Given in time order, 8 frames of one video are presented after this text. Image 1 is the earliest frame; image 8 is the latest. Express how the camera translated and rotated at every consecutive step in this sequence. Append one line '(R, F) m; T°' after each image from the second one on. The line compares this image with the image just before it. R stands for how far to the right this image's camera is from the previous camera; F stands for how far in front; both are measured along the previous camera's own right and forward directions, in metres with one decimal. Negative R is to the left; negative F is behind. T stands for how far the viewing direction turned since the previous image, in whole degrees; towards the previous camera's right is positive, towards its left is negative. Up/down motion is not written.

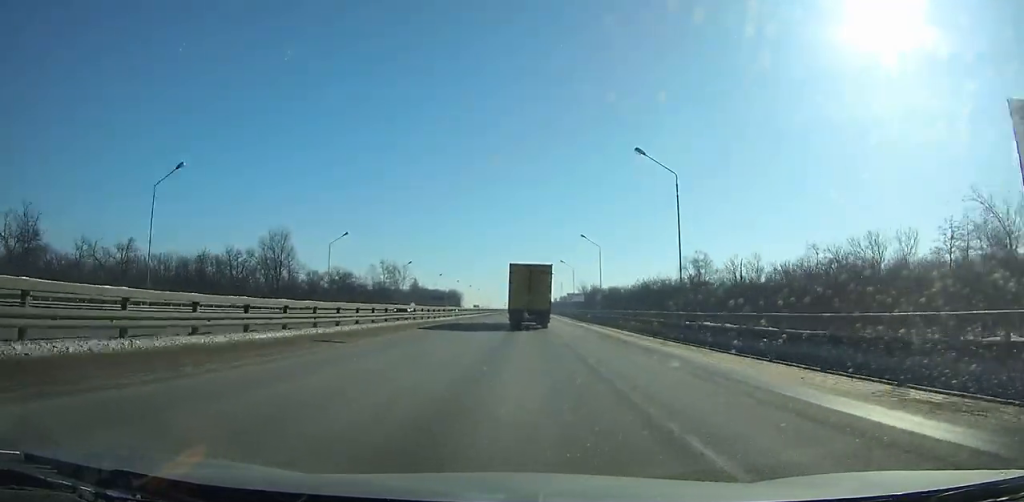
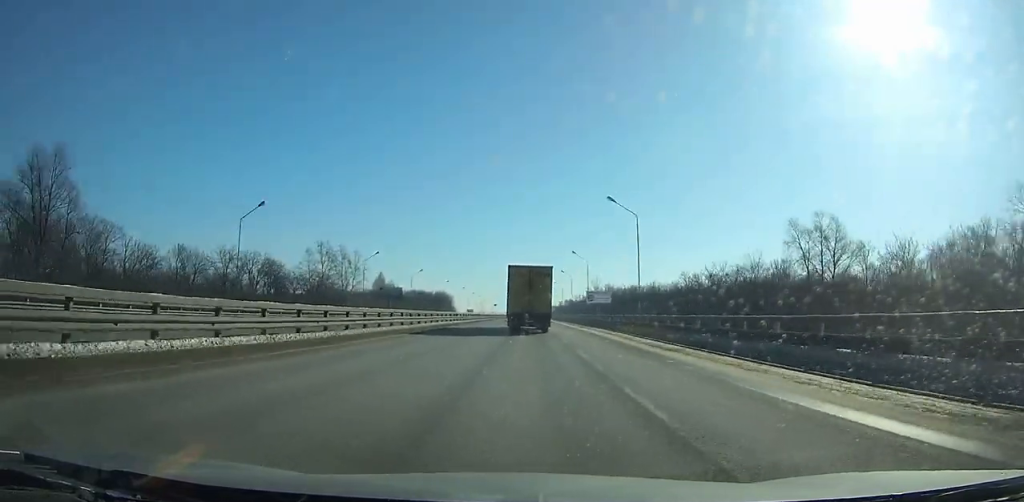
(0.0, +67.3) m; 0°
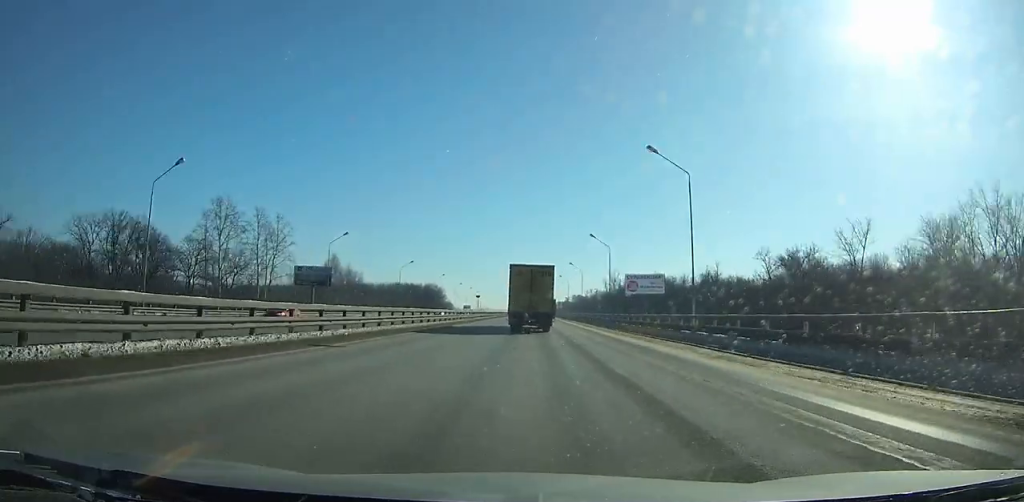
(0.0, +55.6) m; 0°
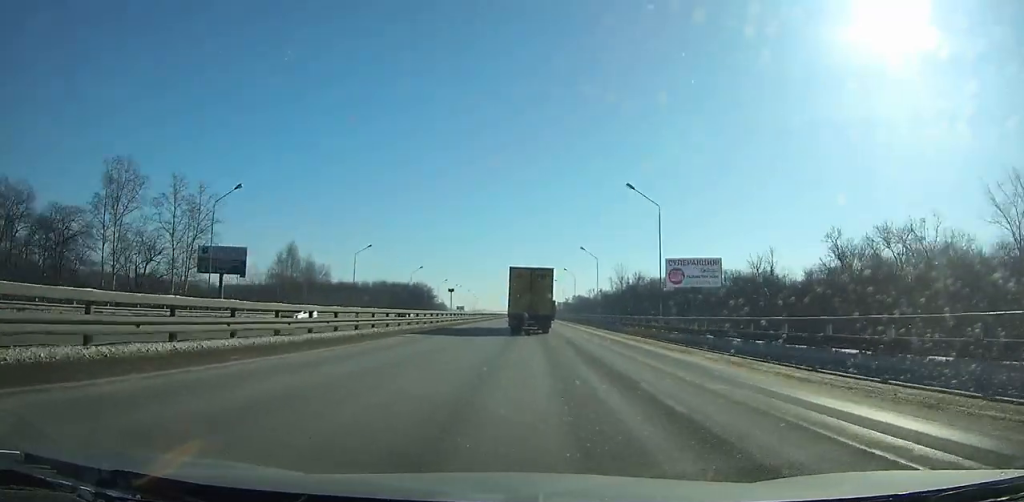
(0.0, +28.8) m; 0°
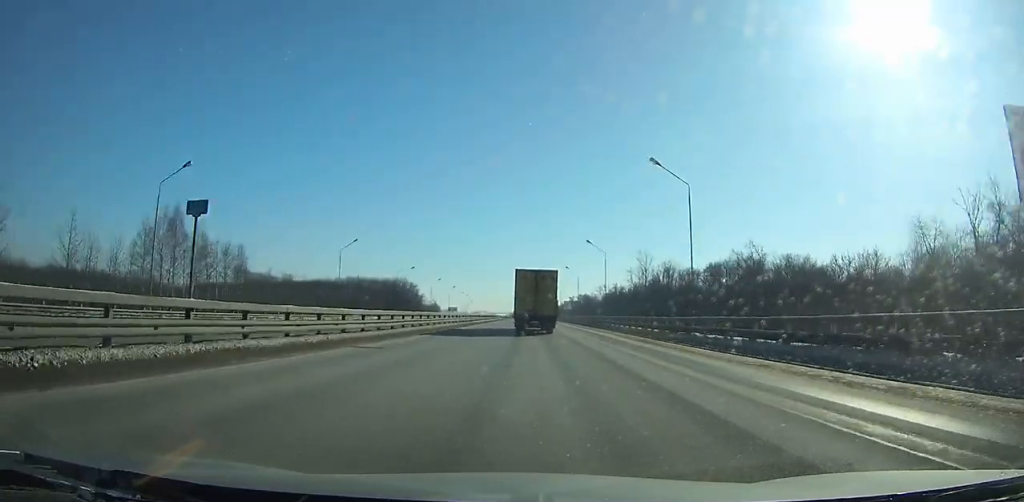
(0.0, +48.6) m; 0°
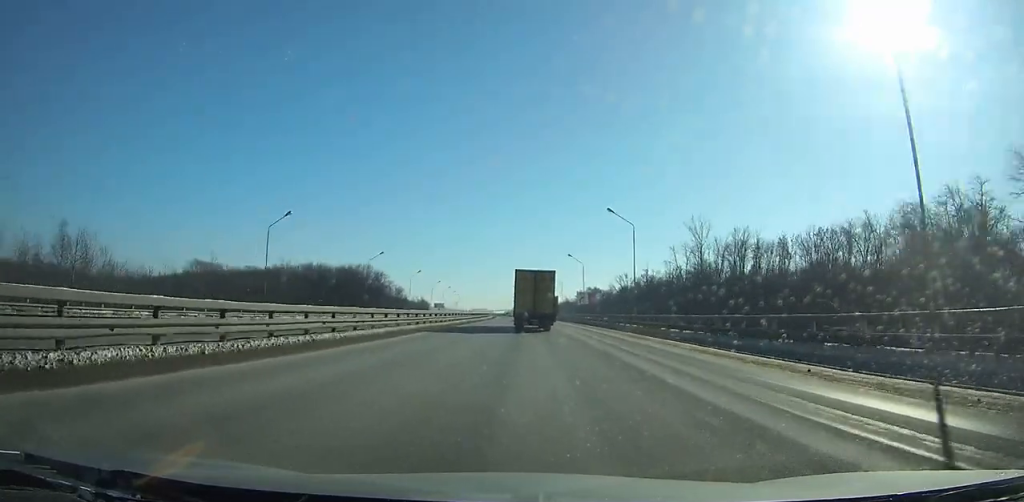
(0.0, +62.0) m; 0°
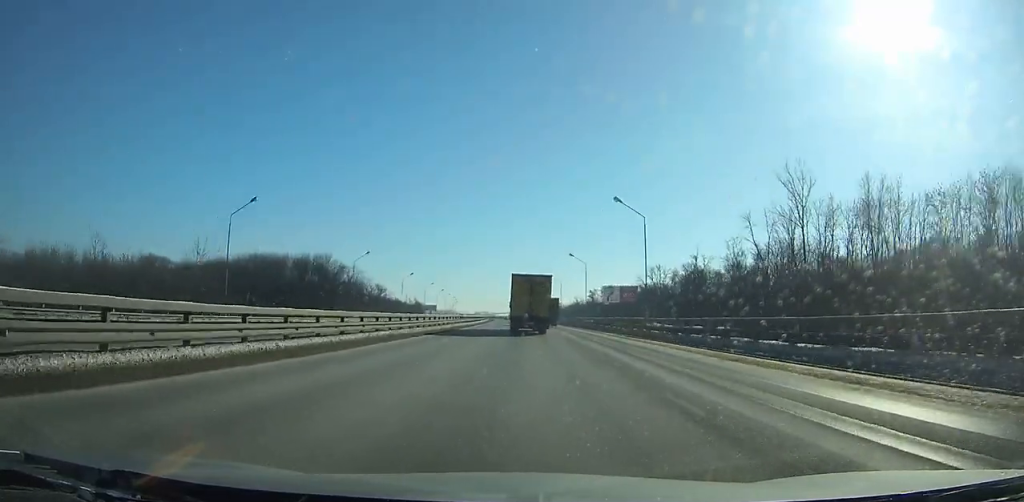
(0.0, +46.7) m; 0°
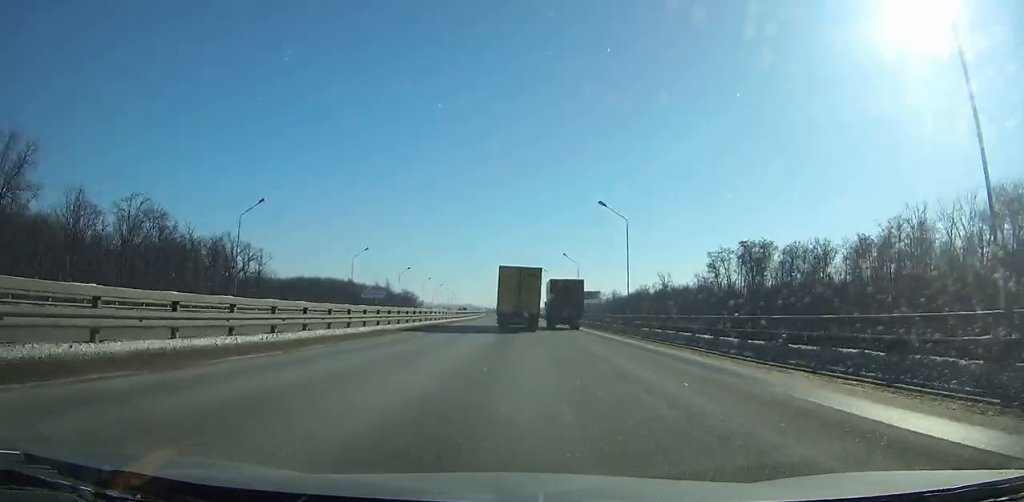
(-3.8, +155.2) m; -3°
